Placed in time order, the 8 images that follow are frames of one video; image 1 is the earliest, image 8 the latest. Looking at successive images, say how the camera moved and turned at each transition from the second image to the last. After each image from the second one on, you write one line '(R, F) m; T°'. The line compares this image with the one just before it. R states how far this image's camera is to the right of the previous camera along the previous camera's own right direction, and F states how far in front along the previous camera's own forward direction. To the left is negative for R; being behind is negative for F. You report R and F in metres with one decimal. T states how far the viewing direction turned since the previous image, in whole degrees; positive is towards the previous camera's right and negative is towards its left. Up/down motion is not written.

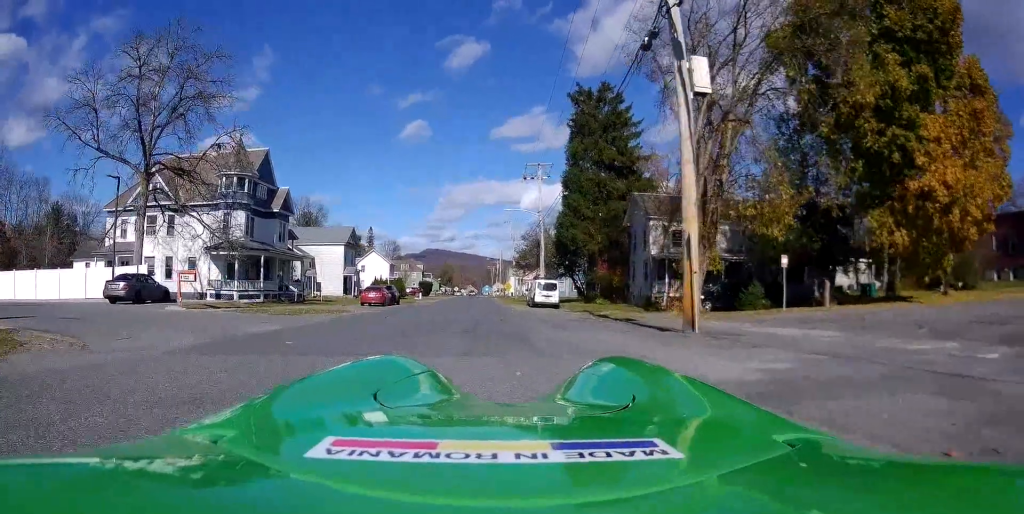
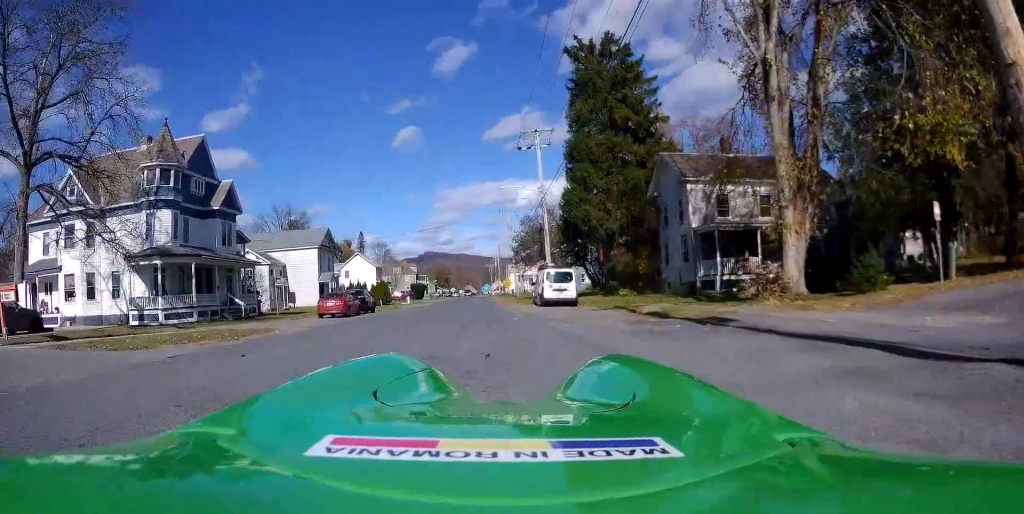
(-0.1, +10.1) m; 0°
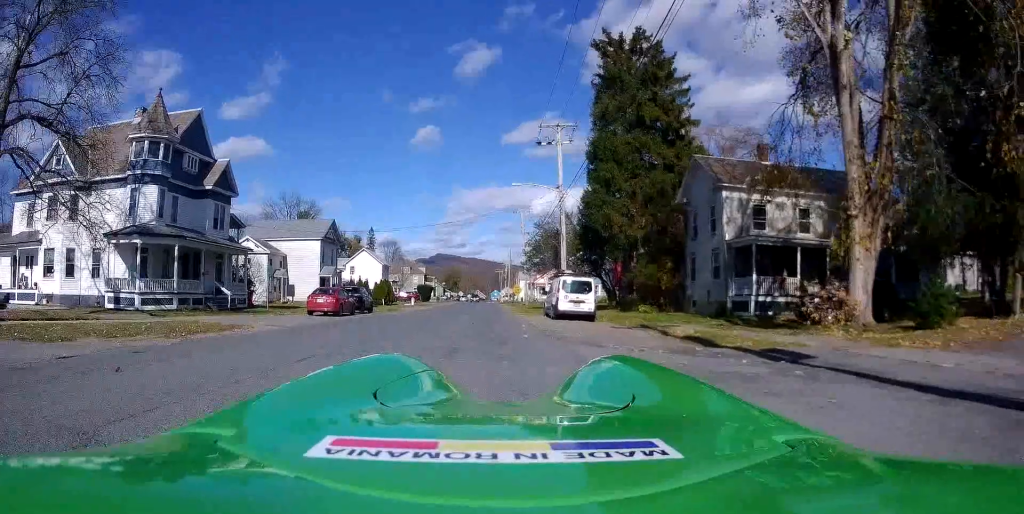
(+0.1, +3.1) m; 0°
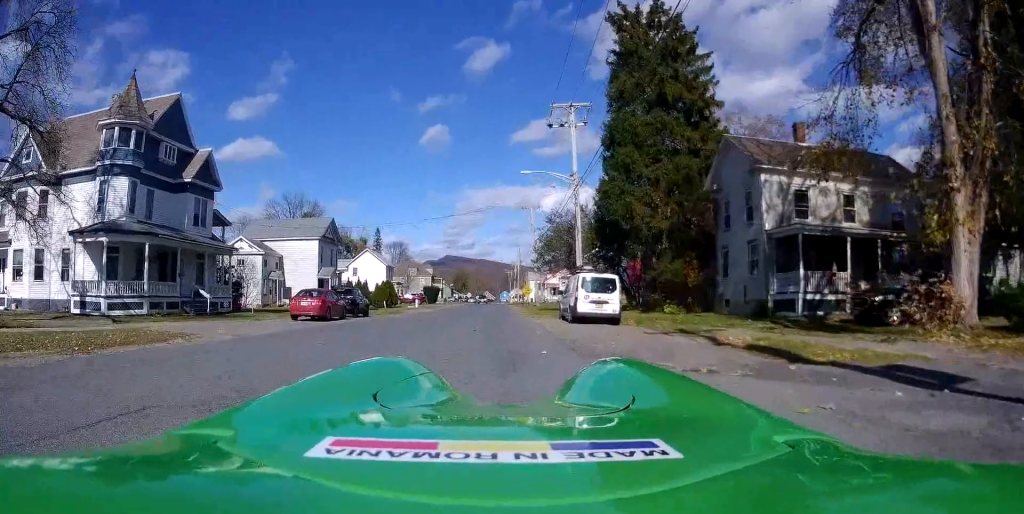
(+0.2, +3.8) m; -2°
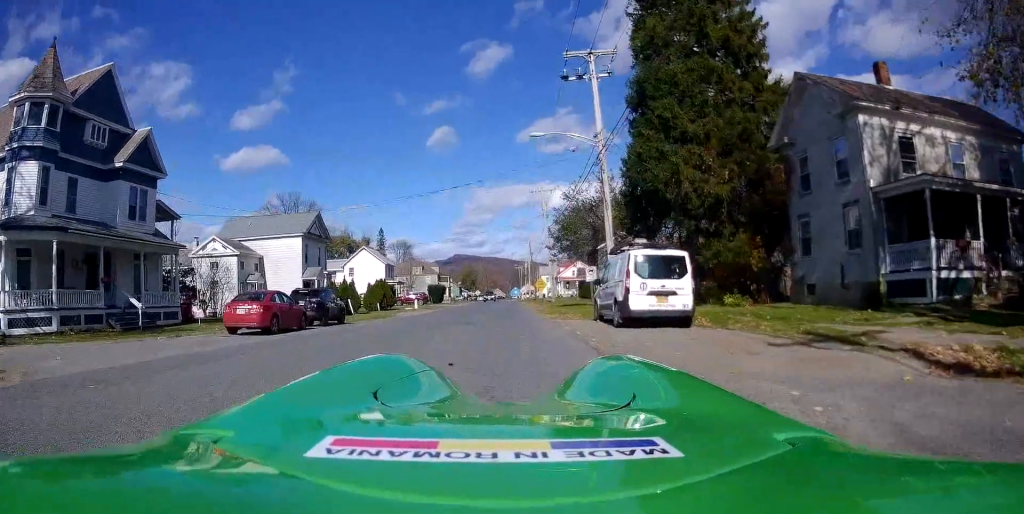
(-0.6, +7.5) m; -2°
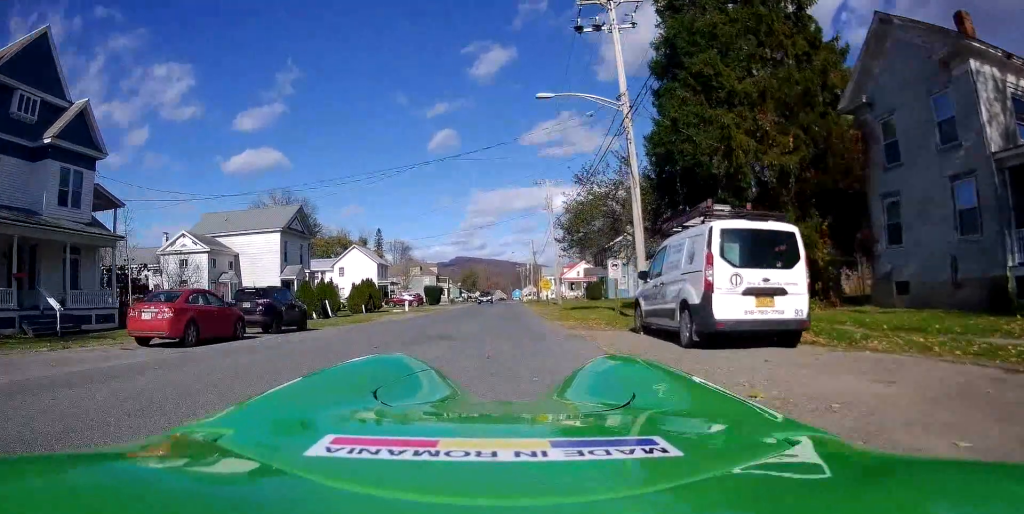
(+0.3, +5.5) m; +5°
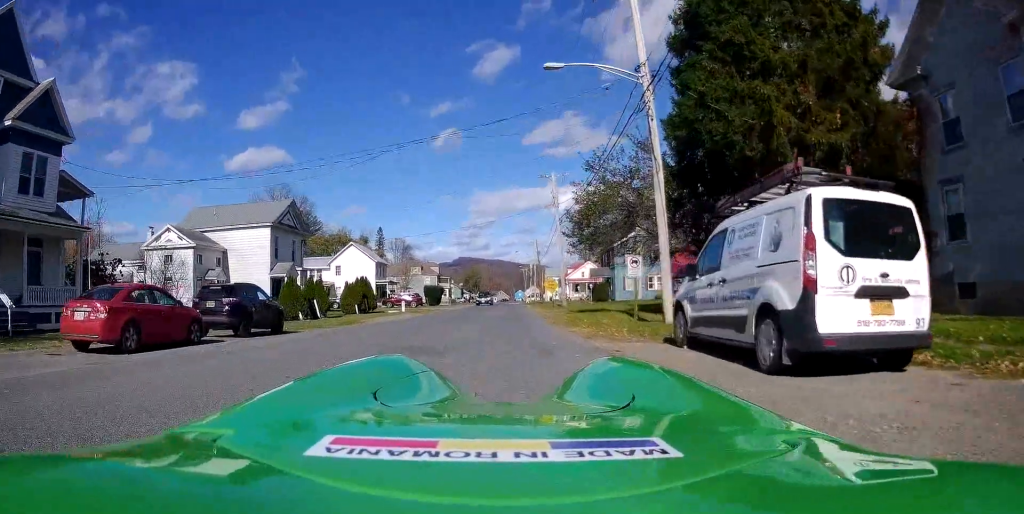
(+0.1, +2.7) m; +1°
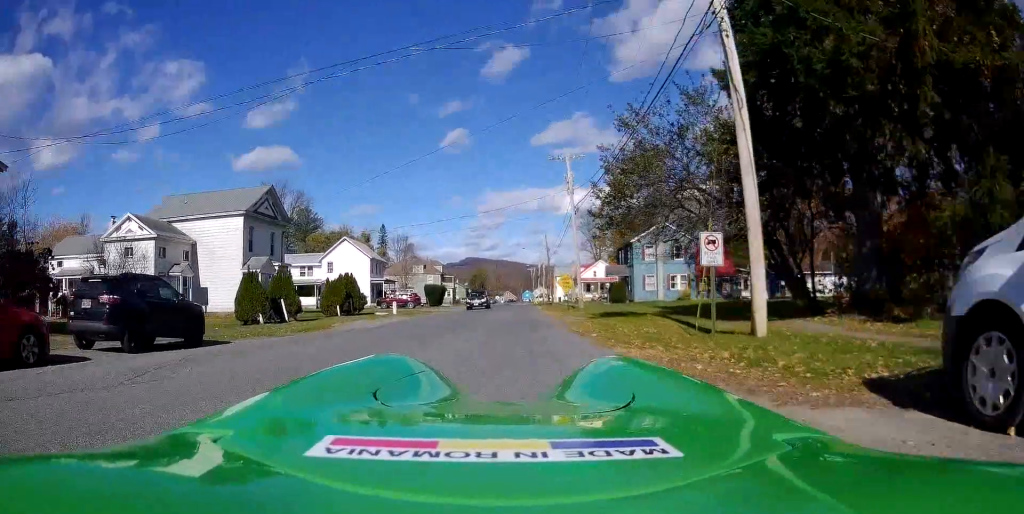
(-0.2, +6.1) m; -5°
